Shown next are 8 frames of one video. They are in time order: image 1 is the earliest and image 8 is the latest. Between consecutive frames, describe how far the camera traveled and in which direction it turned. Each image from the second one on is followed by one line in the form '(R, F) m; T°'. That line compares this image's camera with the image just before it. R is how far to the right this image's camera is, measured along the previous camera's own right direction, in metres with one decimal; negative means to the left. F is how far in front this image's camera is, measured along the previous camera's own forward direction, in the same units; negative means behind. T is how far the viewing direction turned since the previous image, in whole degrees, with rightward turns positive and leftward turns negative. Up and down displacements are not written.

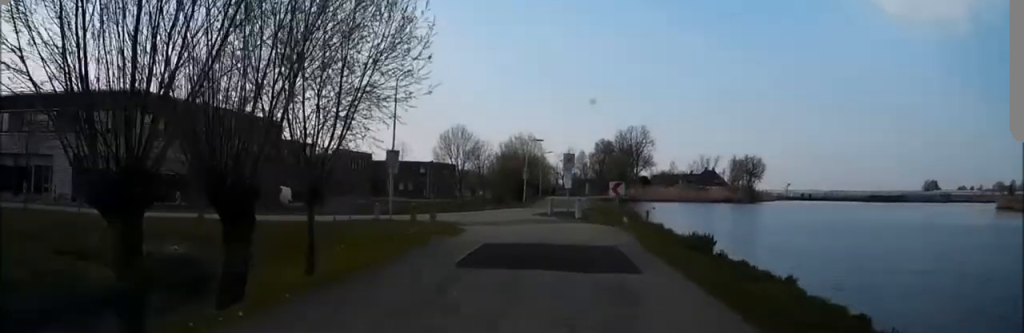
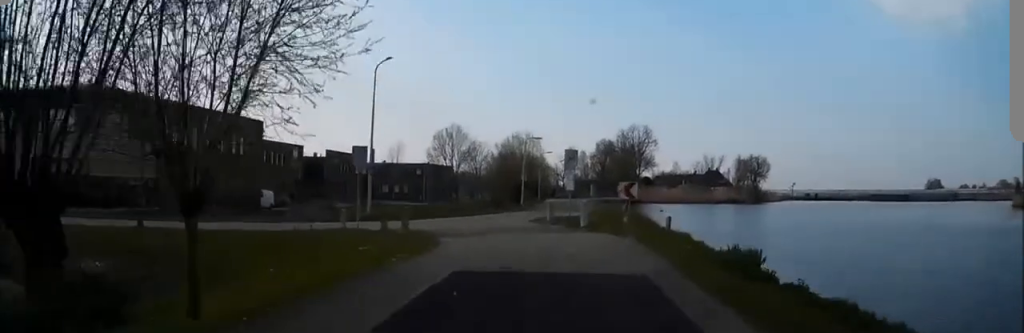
(0.0, +1.9) m; 0°
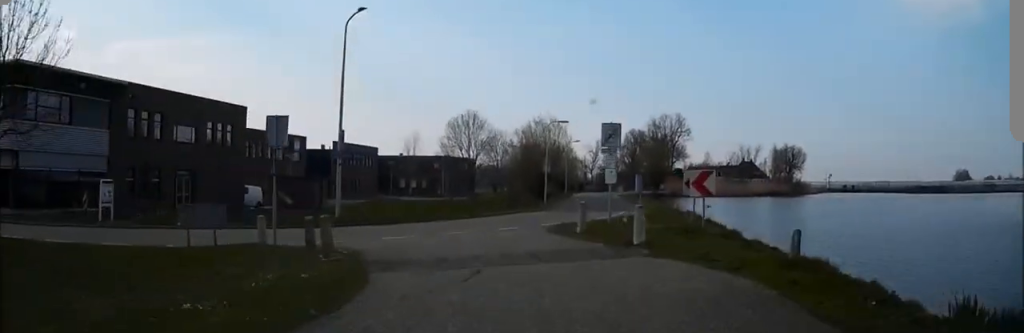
(0.0, +3.9) m; 0°
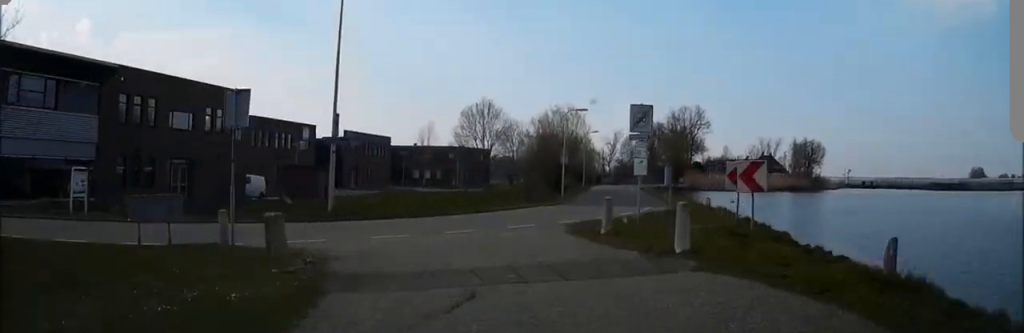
(0.0, +1.4) m; 0°
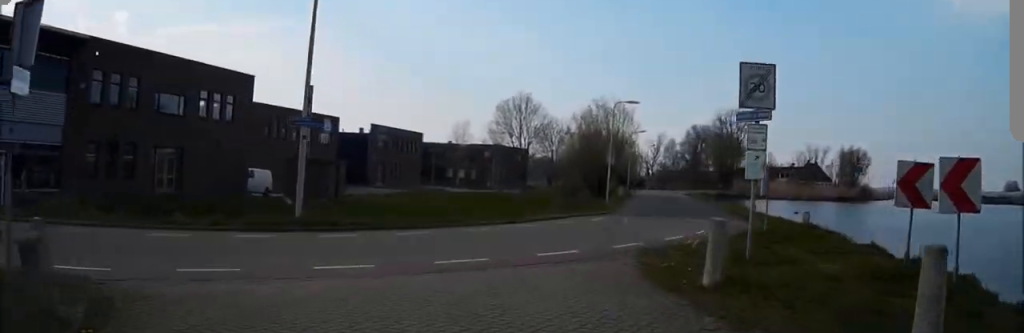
(0.0, +4.4) m; 0°
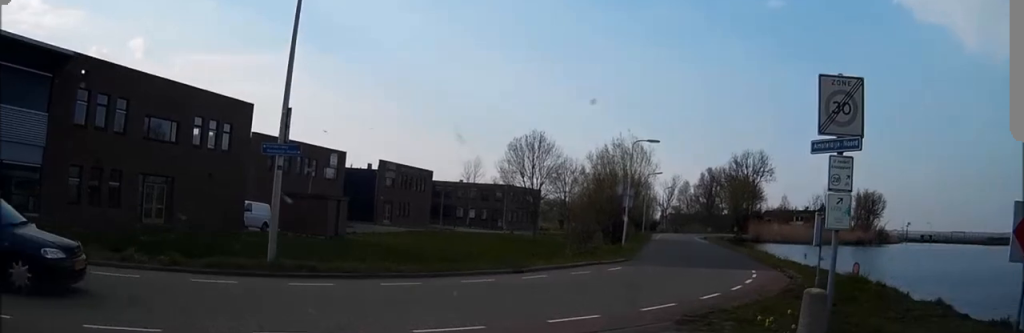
(0.0, +2.8) m; 0°
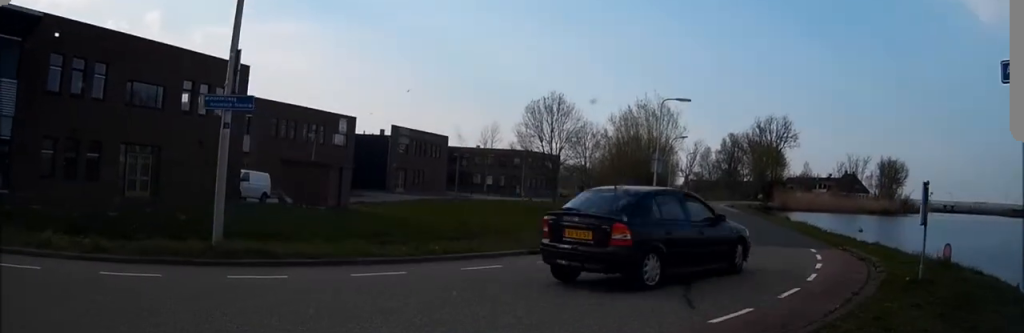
(0.0, +4.6) m; 0°
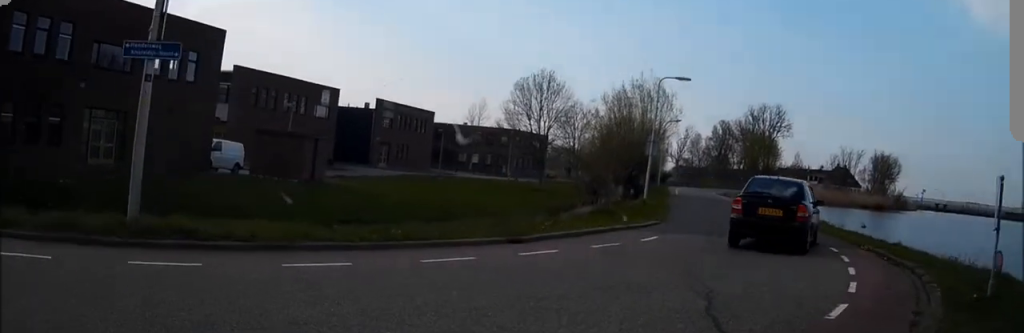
(0.0, +2.5) m; 0°
